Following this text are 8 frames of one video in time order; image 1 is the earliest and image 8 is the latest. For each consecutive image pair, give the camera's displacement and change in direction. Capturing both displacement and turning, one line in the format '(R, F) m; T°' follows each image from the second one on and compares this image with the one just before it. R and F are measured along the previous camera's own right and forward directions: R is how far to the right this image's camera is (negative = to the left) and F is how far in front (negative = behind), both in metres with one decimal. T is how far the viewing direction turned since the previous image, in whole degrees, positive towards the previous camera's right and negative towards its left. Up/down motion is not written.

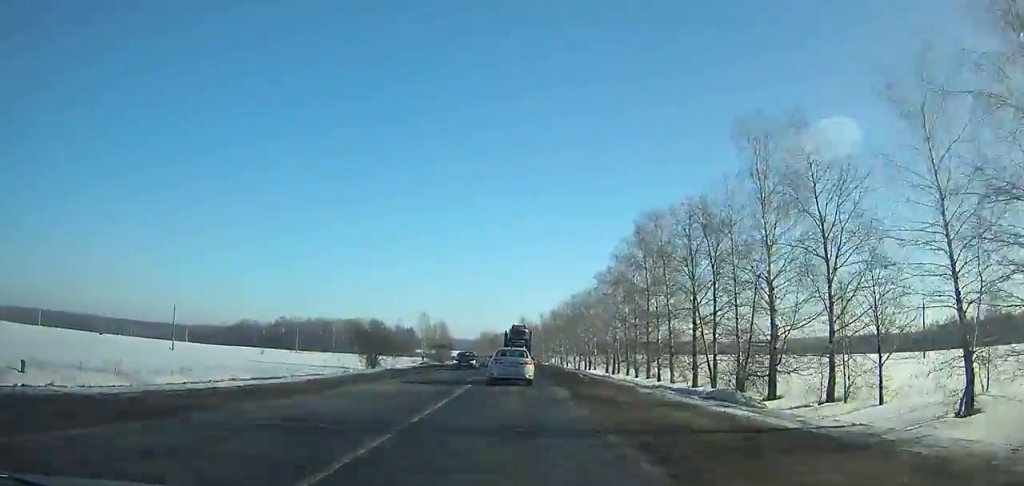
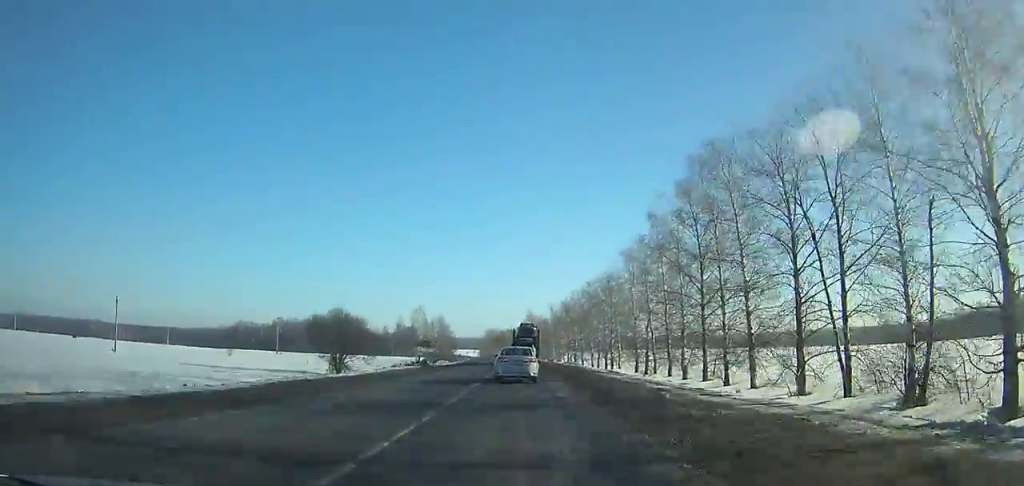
(0.0, +20.7) m; 0°
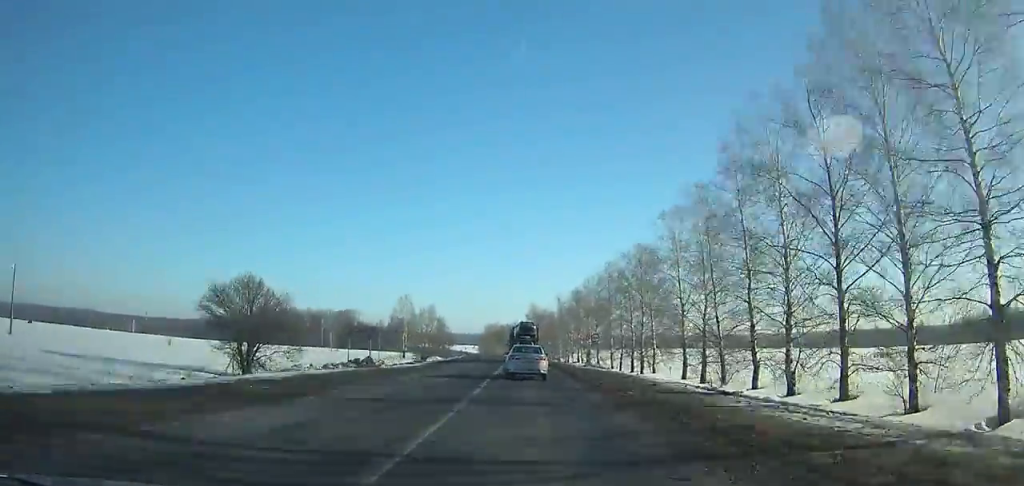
(+0.2, +24.2) m; 0°
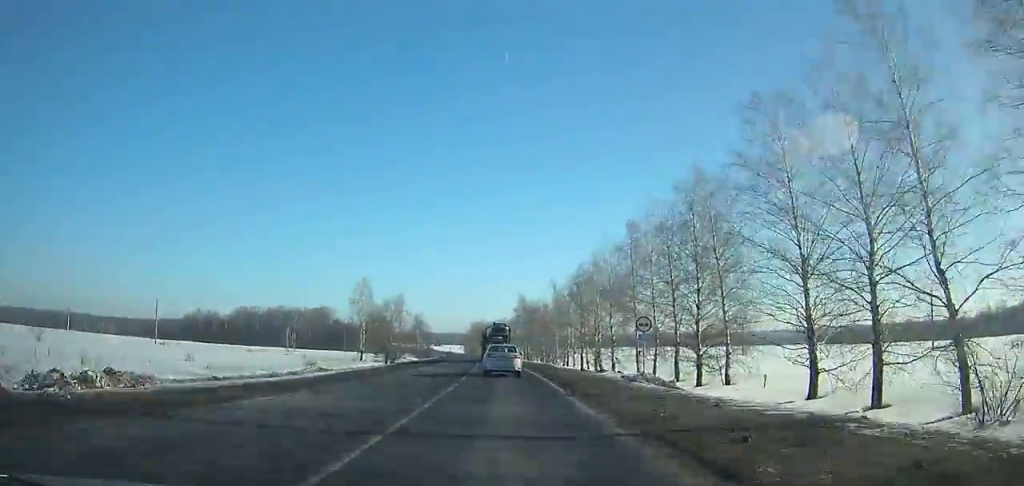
(-0.4, +30.7) m; -1°
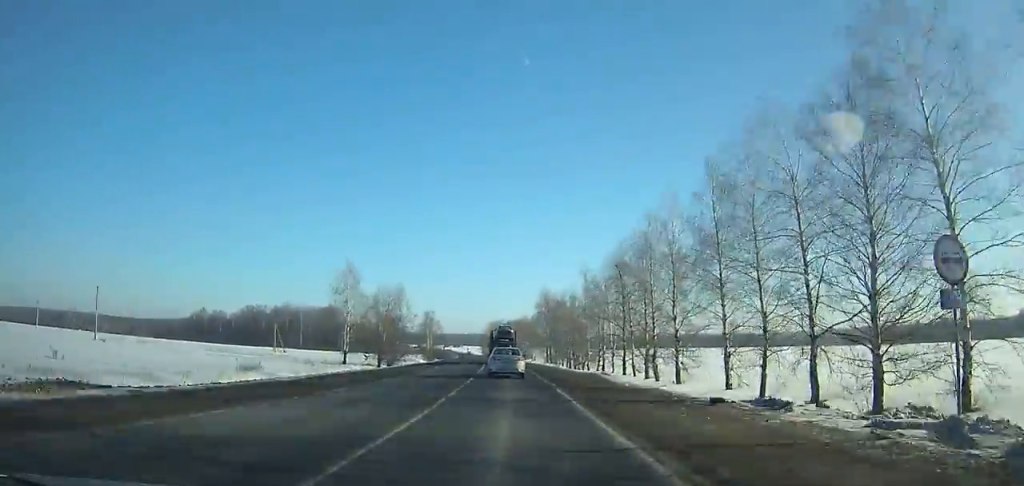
(+0.2, +23.6) m; -1°
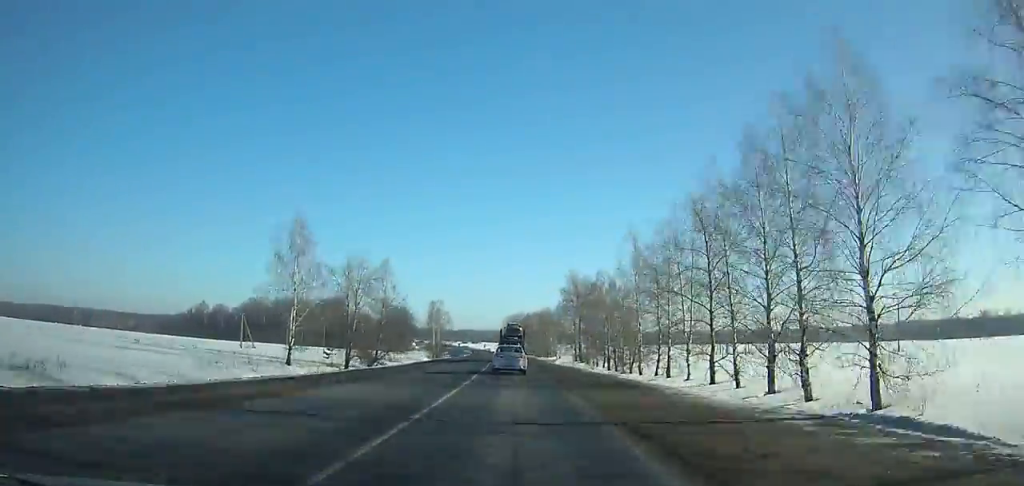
(-0.7, +30.1) m; -1°
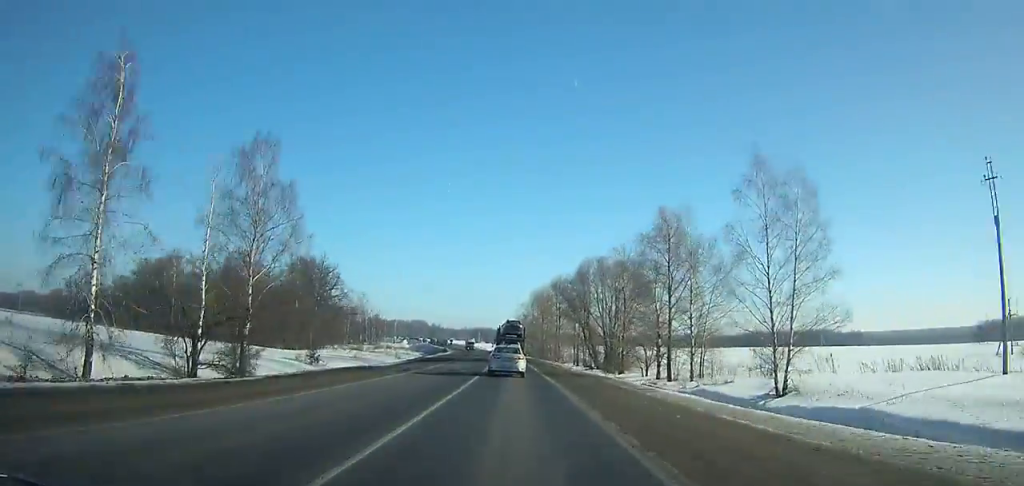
(-3.3, +137.9) m; -3°
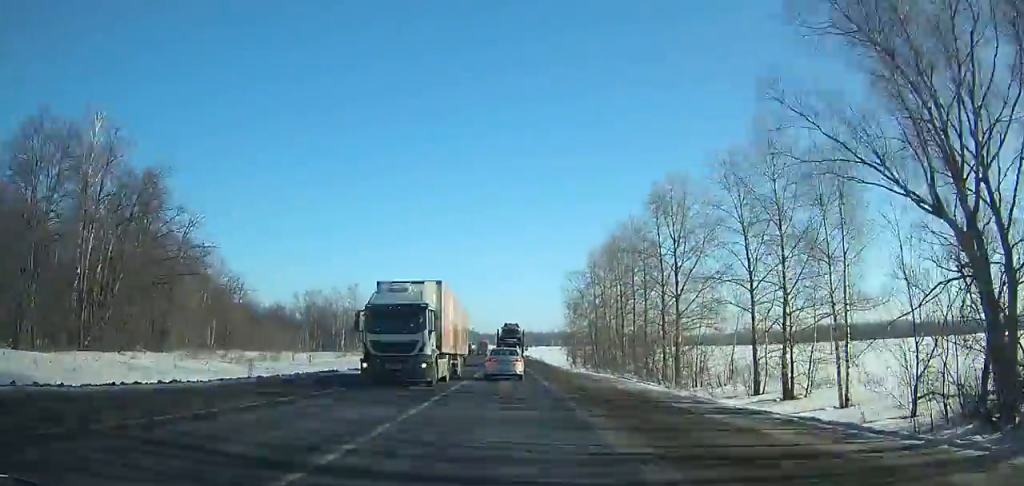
(-2.0, +82.5) m; -3°
